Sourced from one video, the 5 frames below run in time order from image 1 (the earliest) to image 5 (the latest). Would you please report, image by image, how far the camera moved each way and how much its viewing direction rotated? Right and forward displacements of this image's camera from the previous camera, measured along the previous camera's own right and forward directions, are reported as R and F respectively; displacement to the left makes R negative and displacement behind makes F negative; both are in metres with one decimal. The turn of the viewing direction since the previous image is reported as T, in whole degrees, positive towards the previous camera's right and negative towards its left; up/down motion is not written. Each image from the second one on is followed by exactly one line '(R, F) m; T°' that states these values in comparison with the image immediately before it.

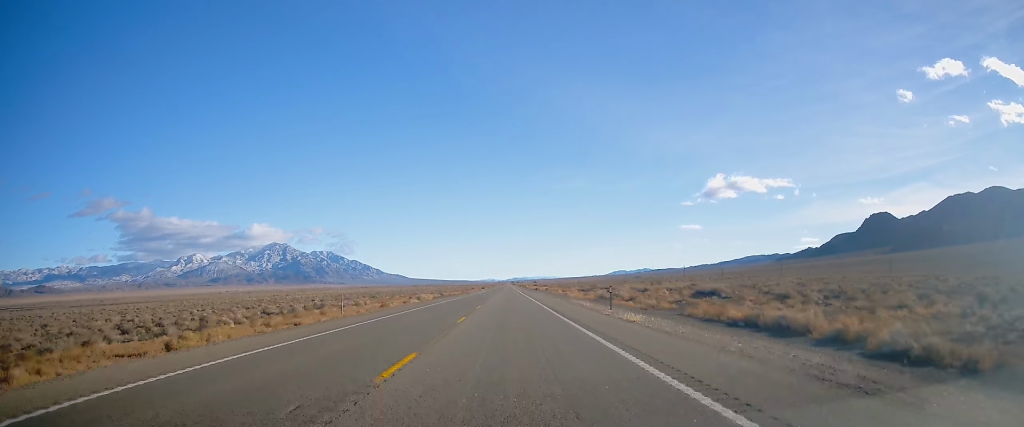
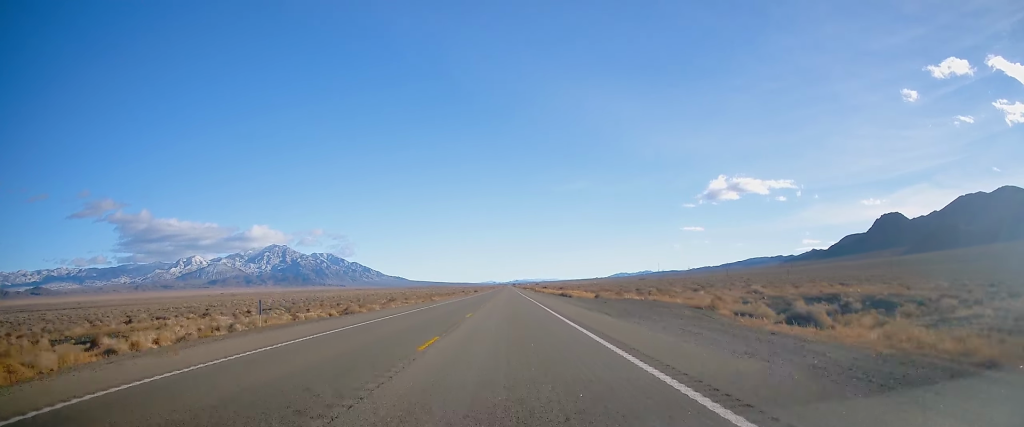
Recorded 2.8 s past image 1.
(-0.2, +93.6) m; 0°
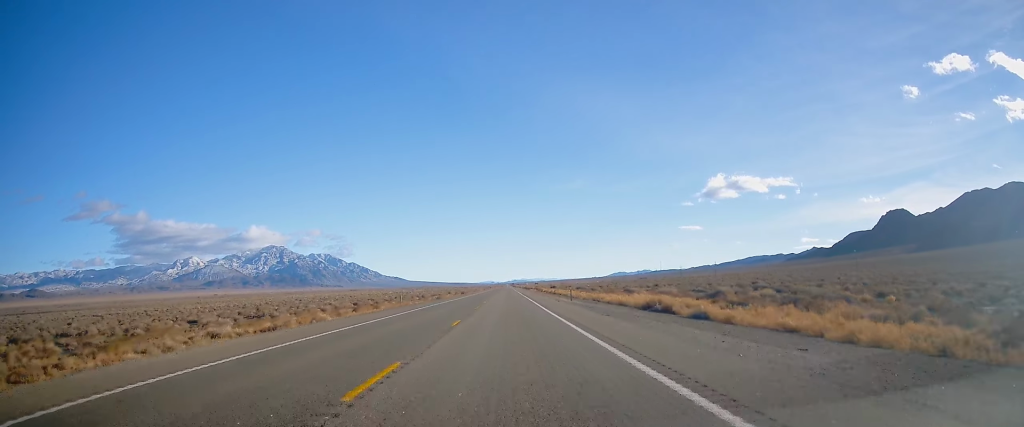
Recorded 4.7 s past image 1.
(-0.4, +66.3) m; -1°
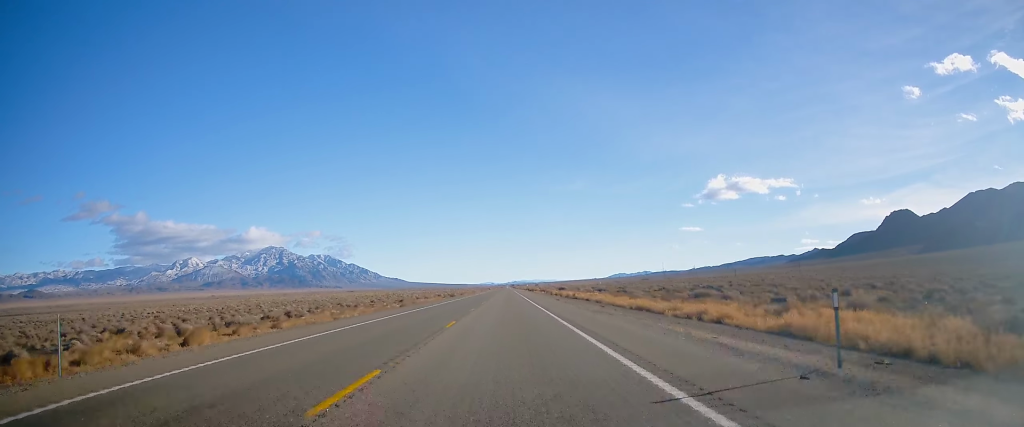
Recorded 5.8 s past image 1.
(+0.3, +38.1) m; +1°
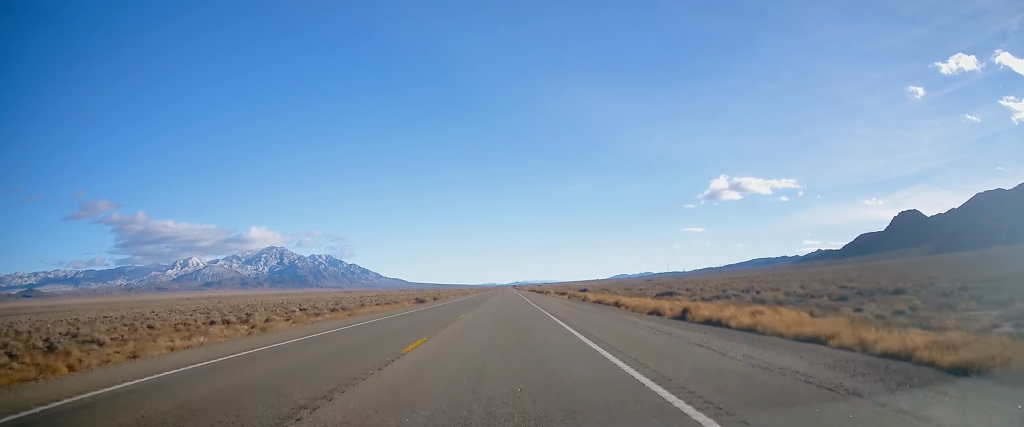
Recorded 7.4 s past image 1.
(-0.2, +55.9) m; -1°
